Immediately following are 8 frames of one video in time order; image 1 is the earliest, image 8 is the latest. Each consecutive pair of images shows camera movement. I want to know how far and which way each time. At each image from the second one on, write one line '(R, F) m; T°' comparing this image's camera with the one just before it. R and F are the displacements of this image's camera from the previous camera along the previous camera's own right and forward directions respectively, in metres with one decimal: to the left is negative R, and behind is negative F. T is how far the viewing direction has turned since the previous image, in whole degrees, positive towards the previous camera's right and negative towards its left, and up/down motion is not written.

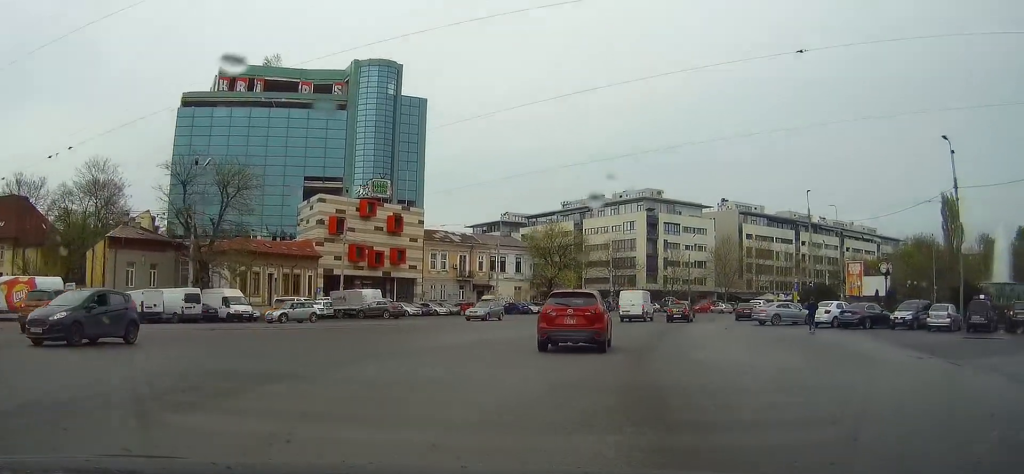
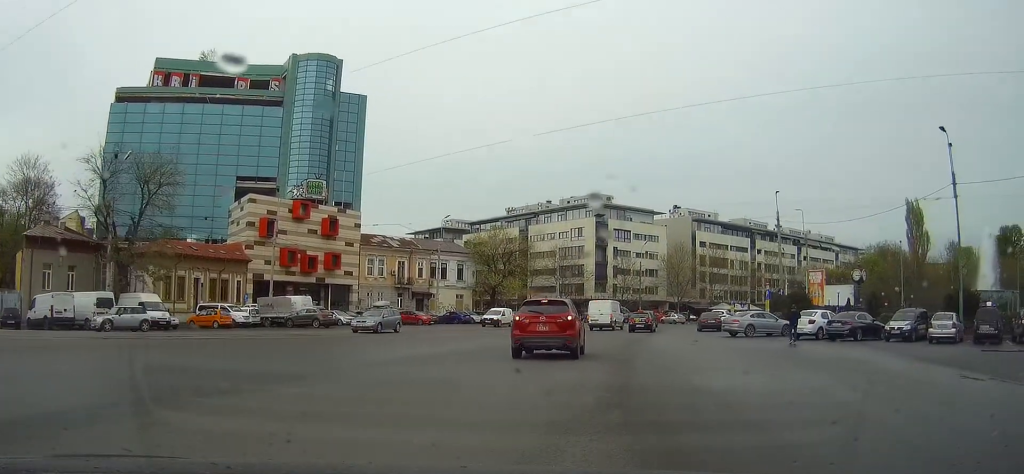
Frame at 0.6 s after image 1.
(+0.2, +5.1) m; +3°
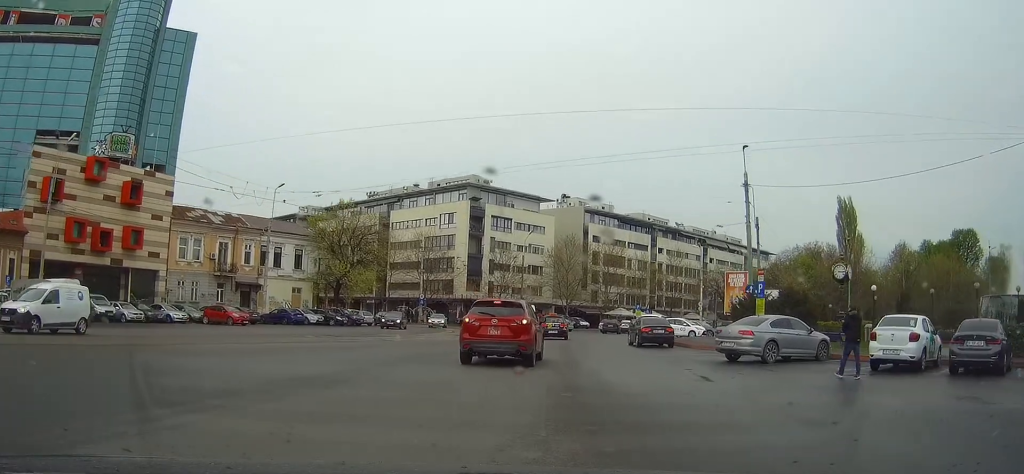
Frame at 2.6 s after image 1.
(+1.4, +19.8) m; +9°
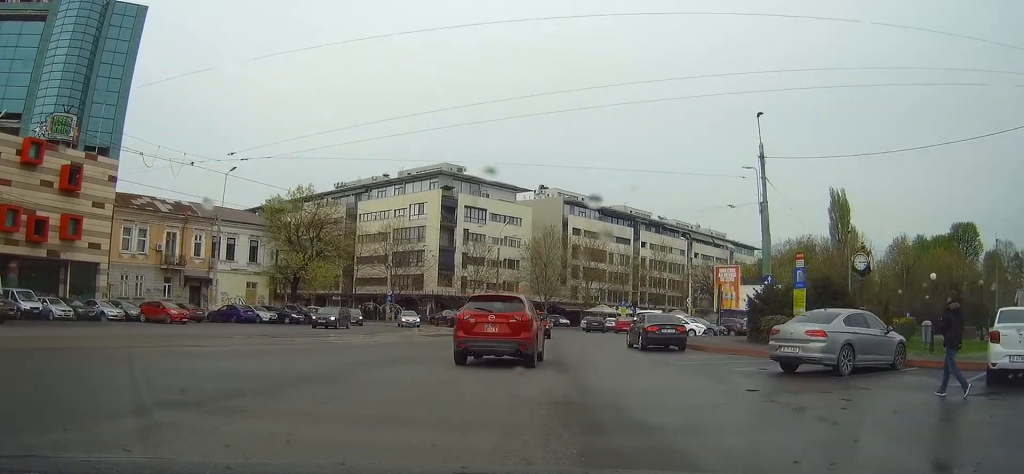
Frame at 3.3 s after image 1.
(+0.2, +6.7) m; +2°
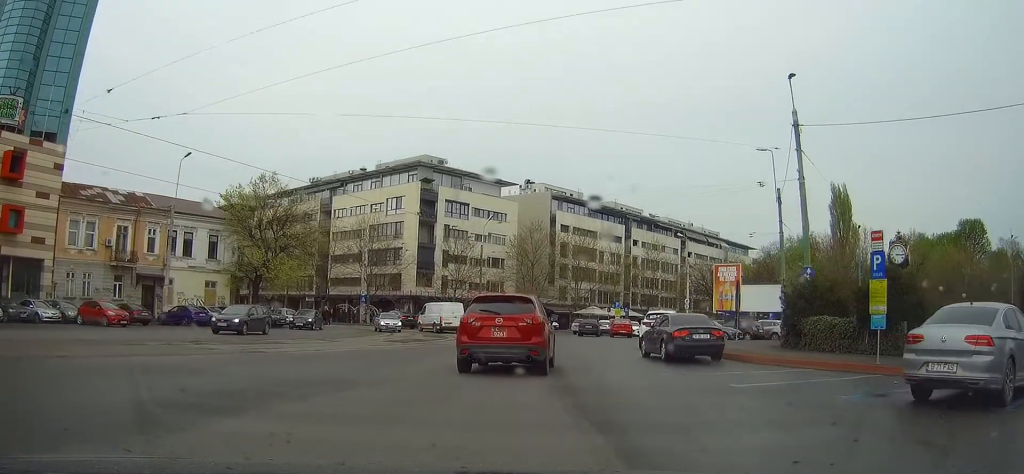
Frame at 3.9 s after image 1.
(+0.1, +6.7) m; +2°
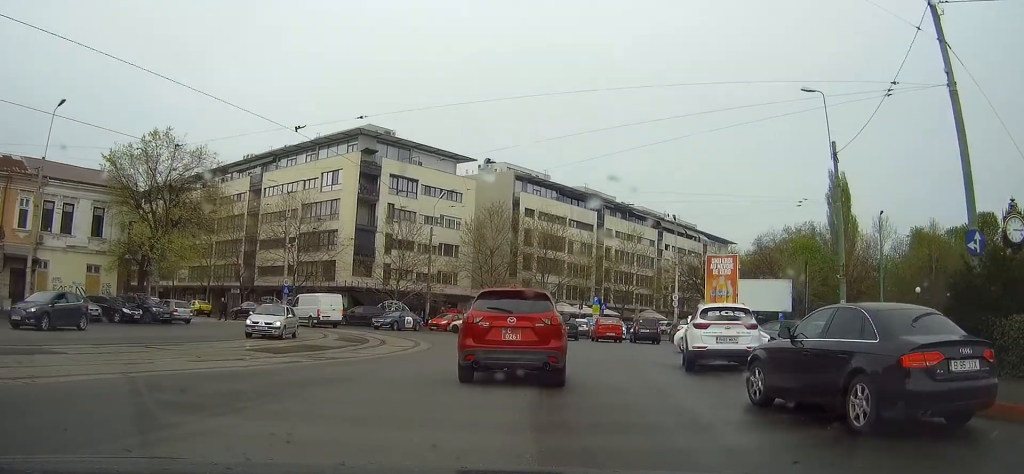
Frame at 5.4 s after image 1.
(+0.3, +14.2) m; +2°
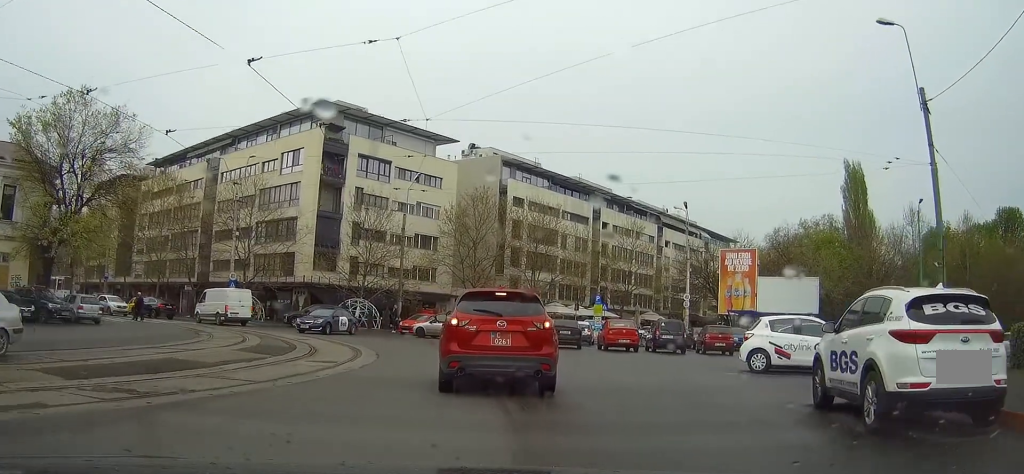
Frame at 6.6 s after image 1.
(+0.1, +10.7) m; +1°
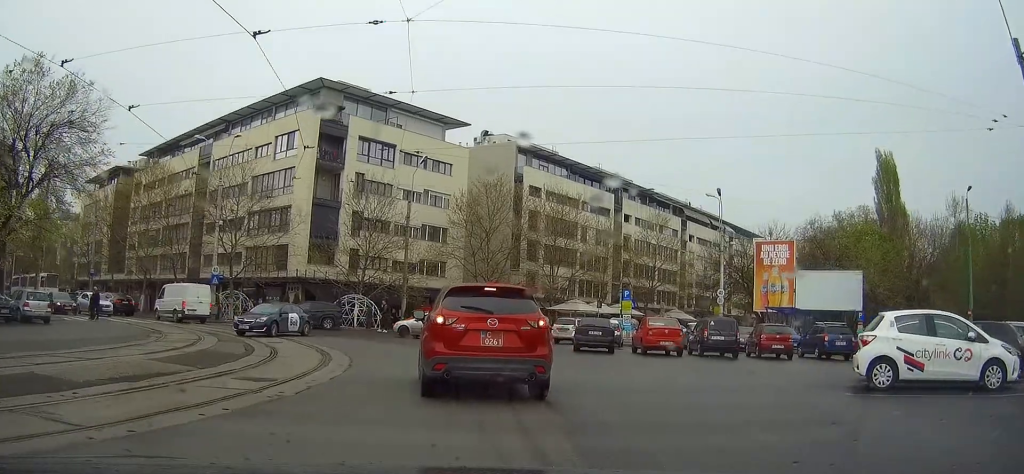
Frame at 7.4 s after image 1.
(0.0, +6.3) m; -2°
